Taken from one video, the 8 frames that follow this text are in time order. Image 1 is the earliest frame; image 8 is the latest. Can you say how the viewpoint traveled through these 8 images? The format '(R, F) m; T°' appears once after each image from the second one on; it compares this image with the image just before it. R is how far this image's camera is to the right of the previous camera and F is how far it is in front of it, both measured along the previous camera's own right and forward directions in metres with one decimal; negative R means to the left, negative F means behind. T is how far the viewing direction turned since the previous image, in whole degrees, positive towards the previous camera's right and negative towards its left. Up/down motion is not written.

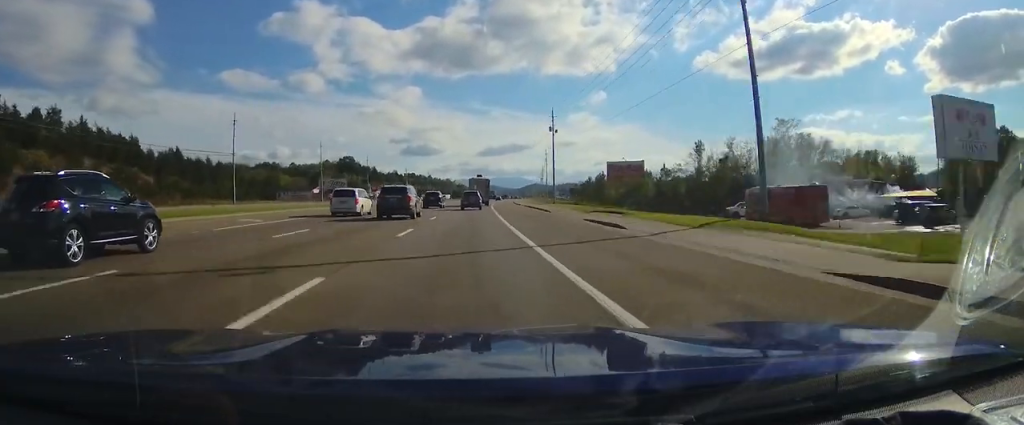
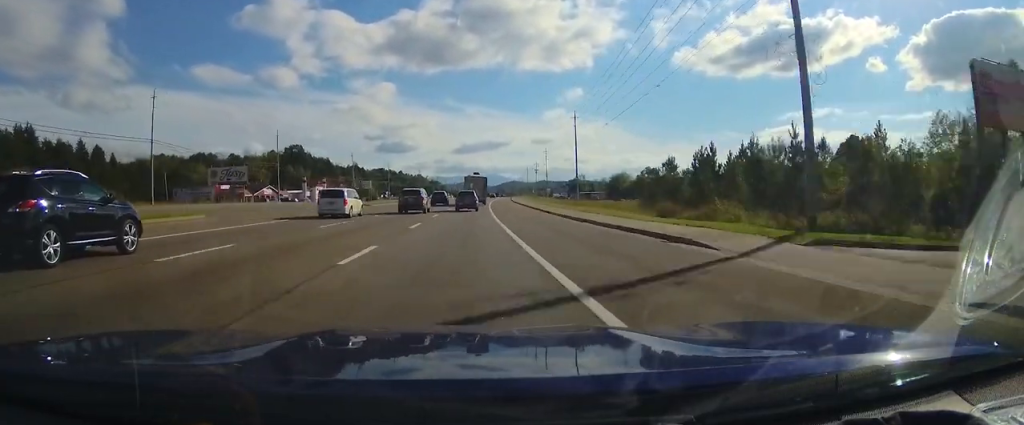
(+1.4, +66.9) m; +2°
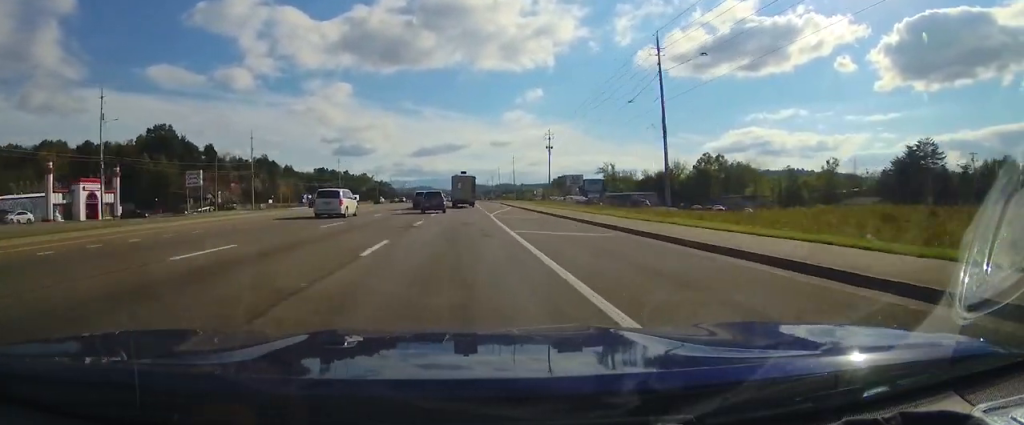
(+3.3, +109.2) m; +2°
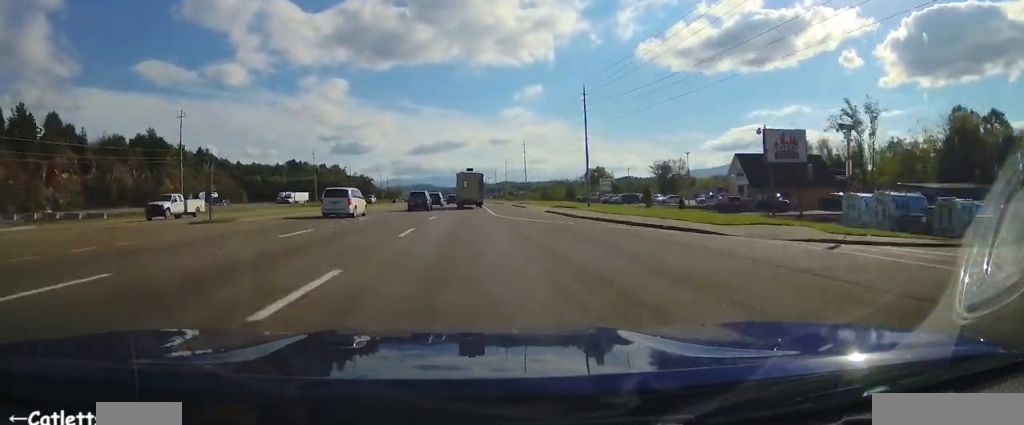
(+0.1, +103.7) m; 0°
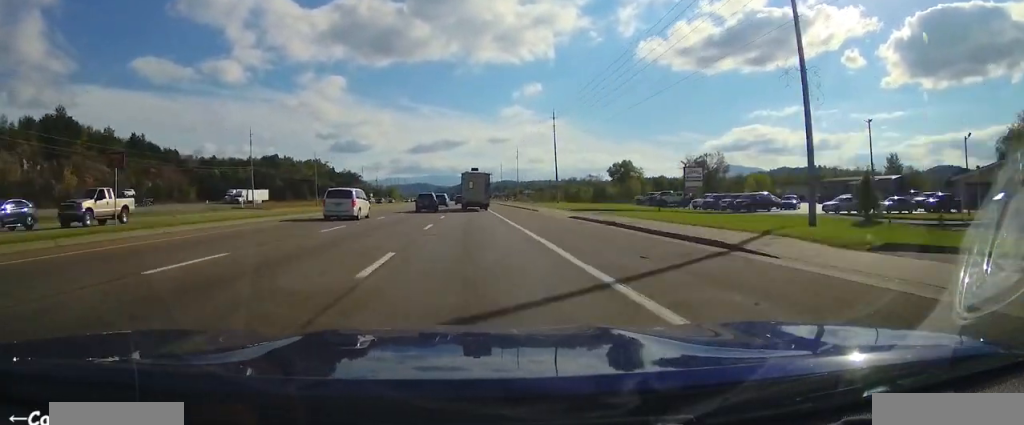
(+0.1, +44.2) m; 0°
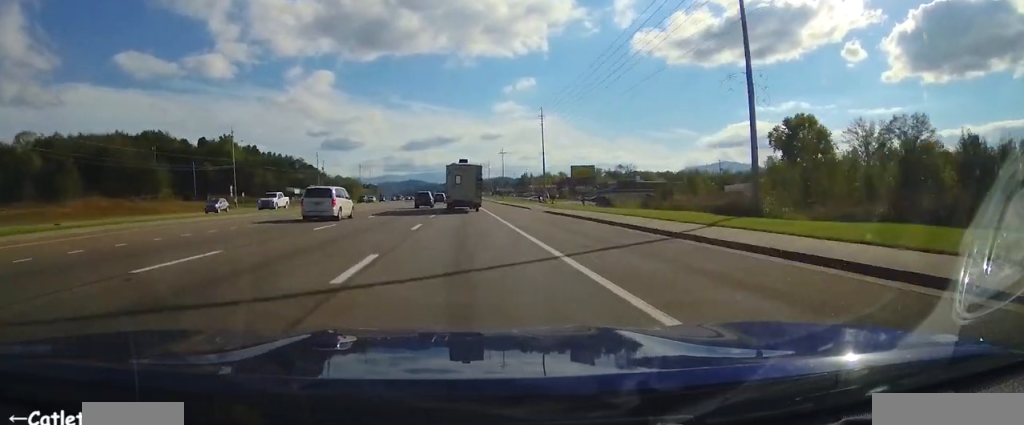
(+0.9, +119.2) m; 0°
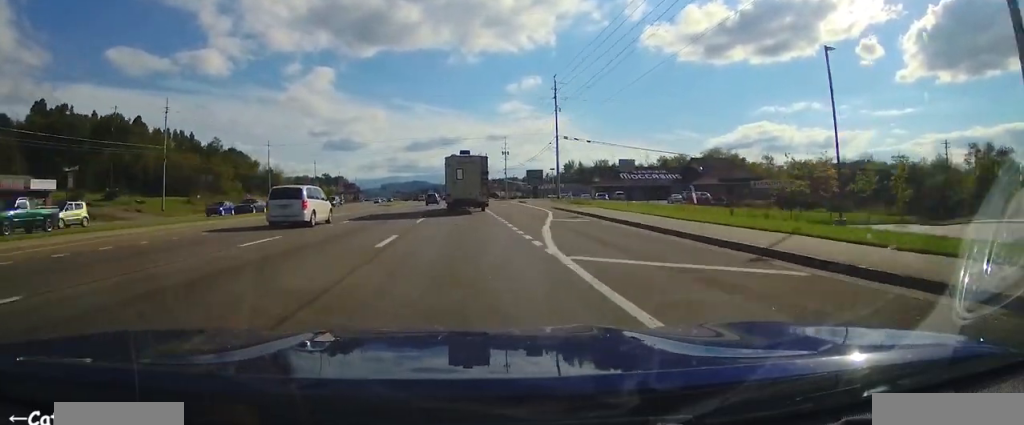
(-1.8, +153.3) m; -2°
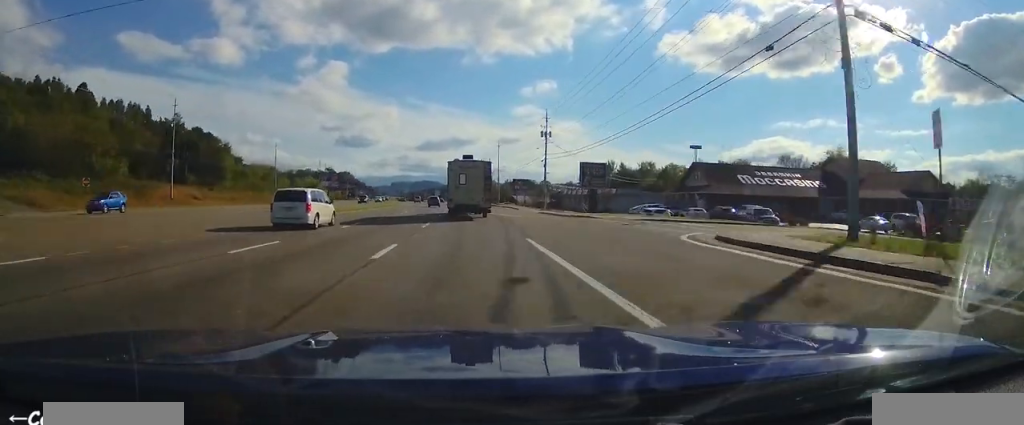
(+0.1, +50.8) m; -1°
